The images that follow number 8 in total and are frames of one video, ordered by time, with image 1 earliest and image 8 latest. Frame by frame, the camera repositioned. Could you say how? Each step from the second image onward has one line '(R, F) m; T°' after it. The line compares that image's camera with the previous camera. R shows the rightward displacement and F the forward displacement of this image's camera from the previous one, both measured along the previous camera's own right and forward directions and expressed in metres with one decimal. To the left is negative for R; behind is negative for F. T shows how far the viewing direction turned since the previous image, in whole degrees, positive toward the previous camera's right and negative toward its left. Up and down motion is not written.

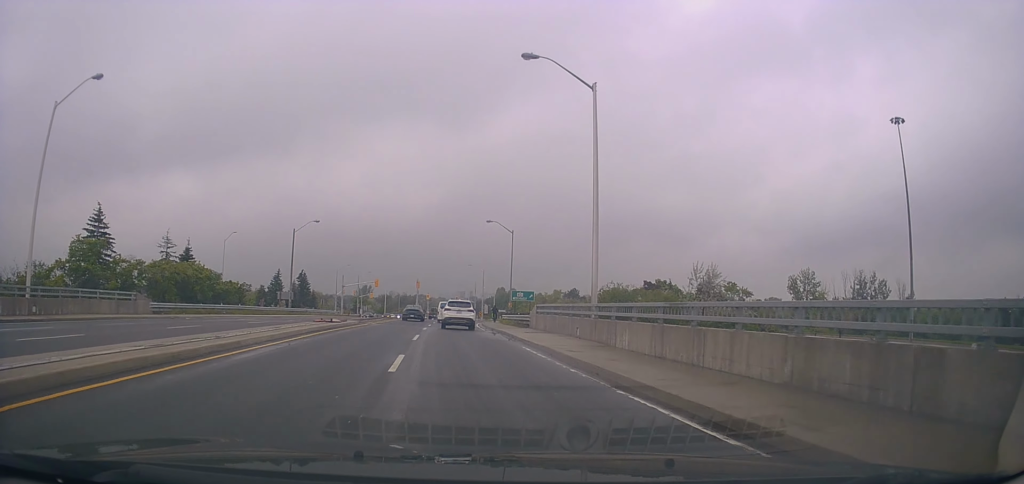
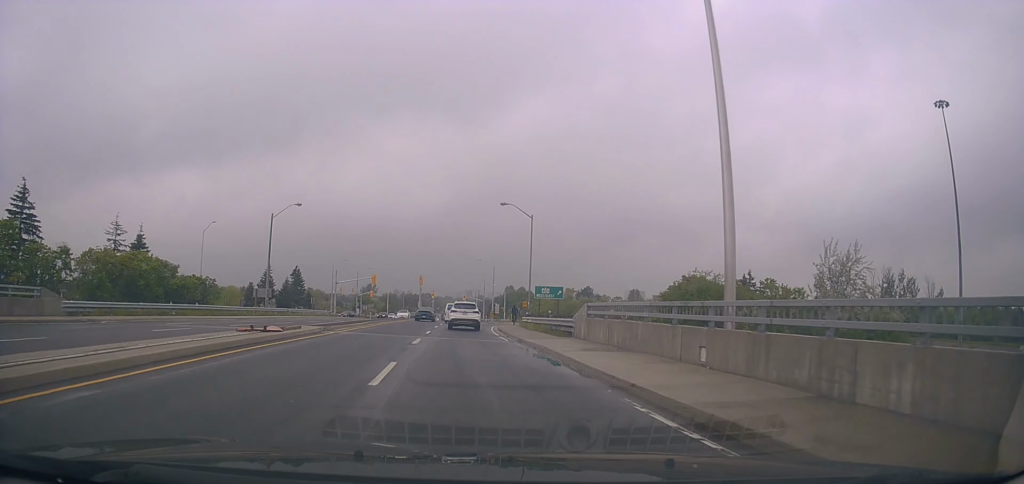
(+0.4, +10.8) m; -1°
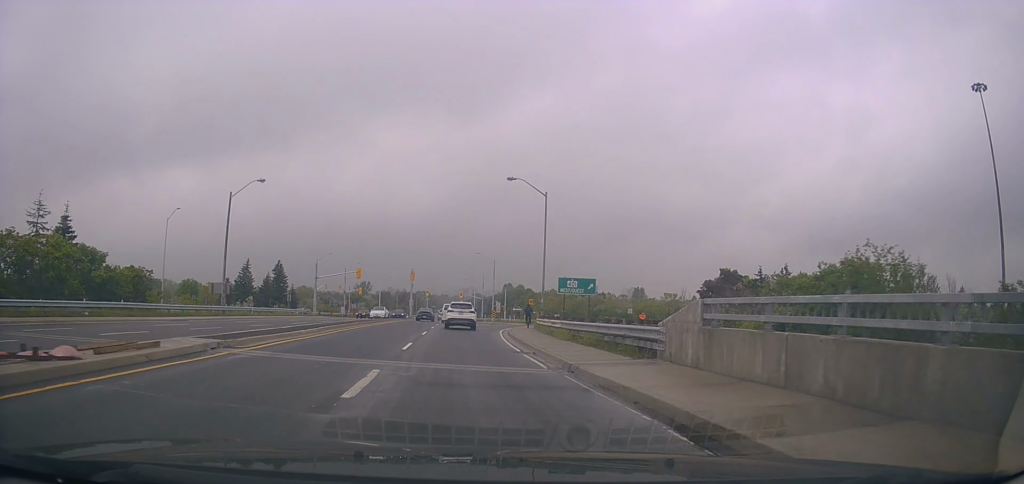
(-0.5, +10.4) m; 0°
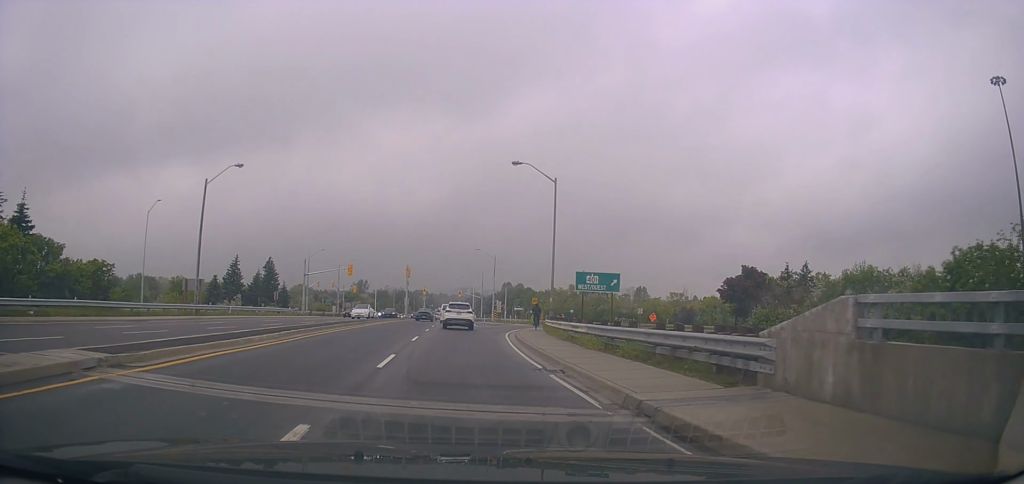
(+0.1, +4.9) m; 0°
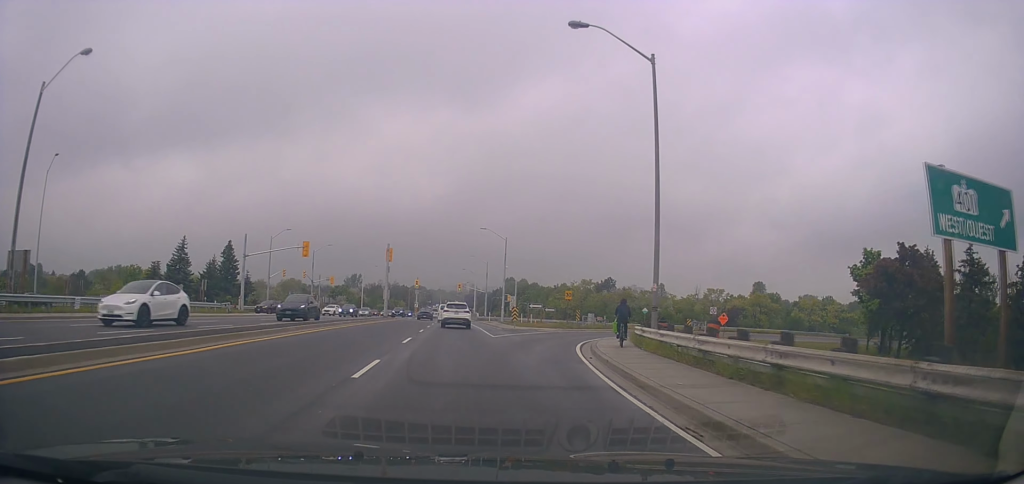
(+0.3, +20.3) m; 0°
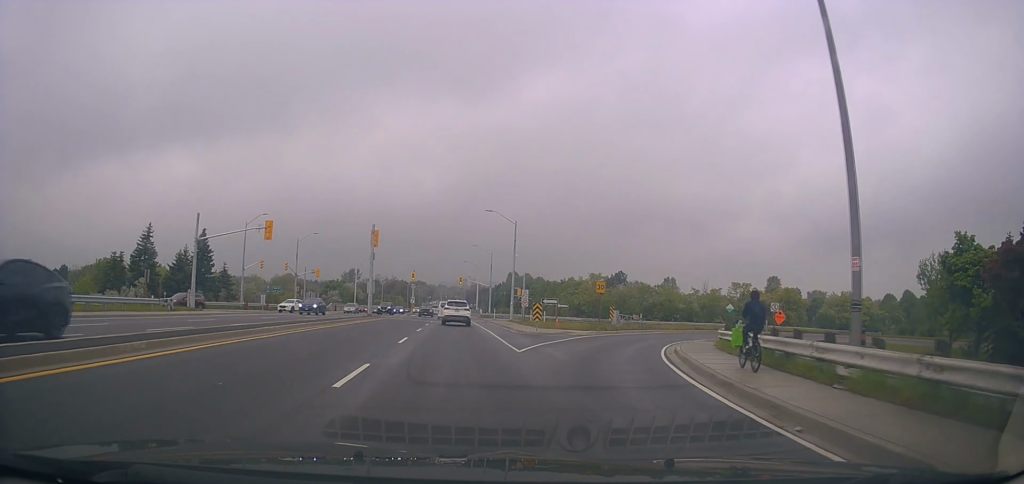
(-0.1, +10.0) m; -1°
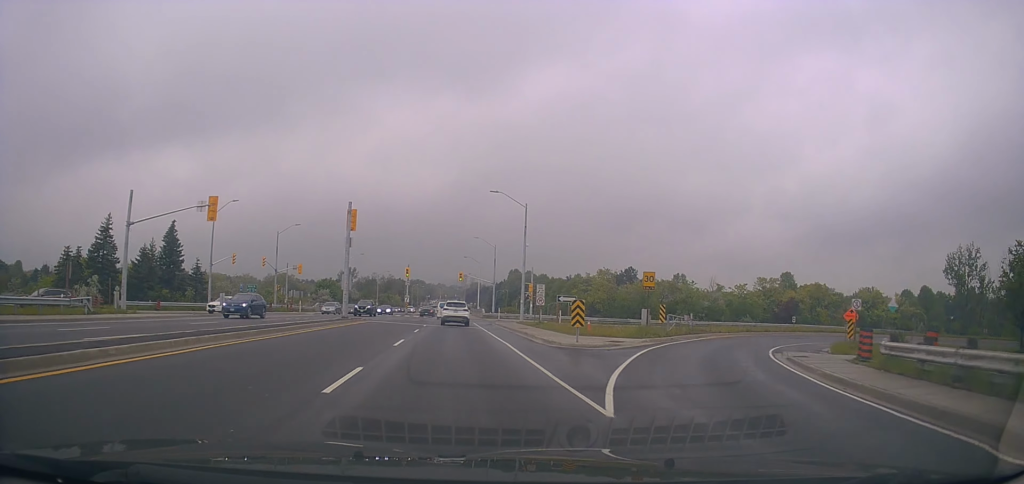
(0.0, +9.9) m; 0°
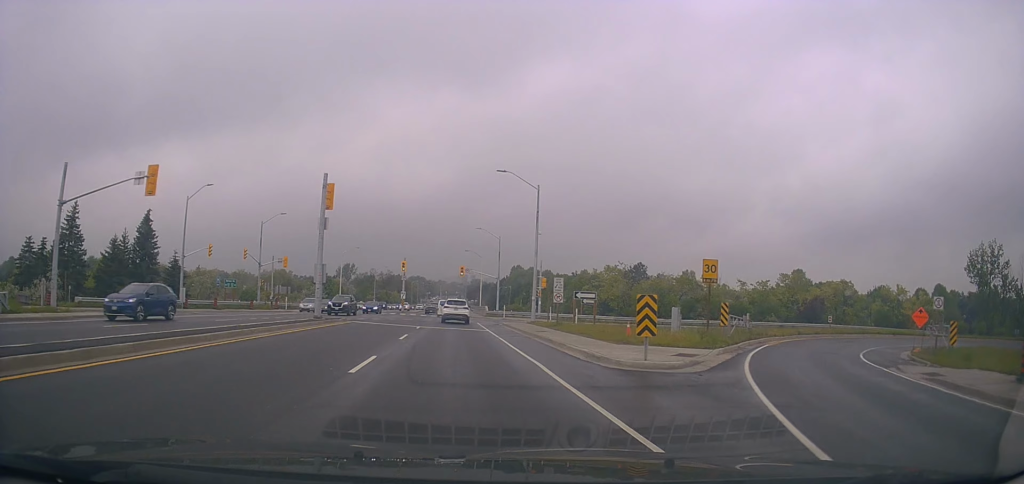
(-0.1, +6.8) m; +1°
